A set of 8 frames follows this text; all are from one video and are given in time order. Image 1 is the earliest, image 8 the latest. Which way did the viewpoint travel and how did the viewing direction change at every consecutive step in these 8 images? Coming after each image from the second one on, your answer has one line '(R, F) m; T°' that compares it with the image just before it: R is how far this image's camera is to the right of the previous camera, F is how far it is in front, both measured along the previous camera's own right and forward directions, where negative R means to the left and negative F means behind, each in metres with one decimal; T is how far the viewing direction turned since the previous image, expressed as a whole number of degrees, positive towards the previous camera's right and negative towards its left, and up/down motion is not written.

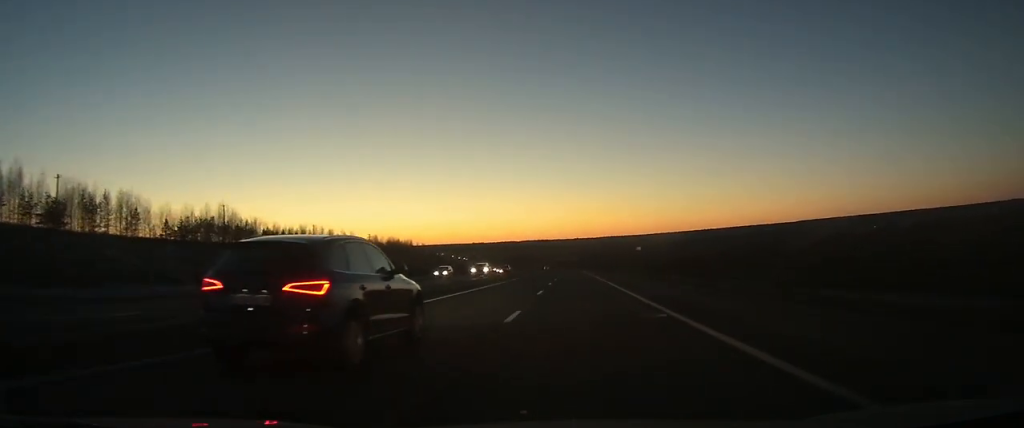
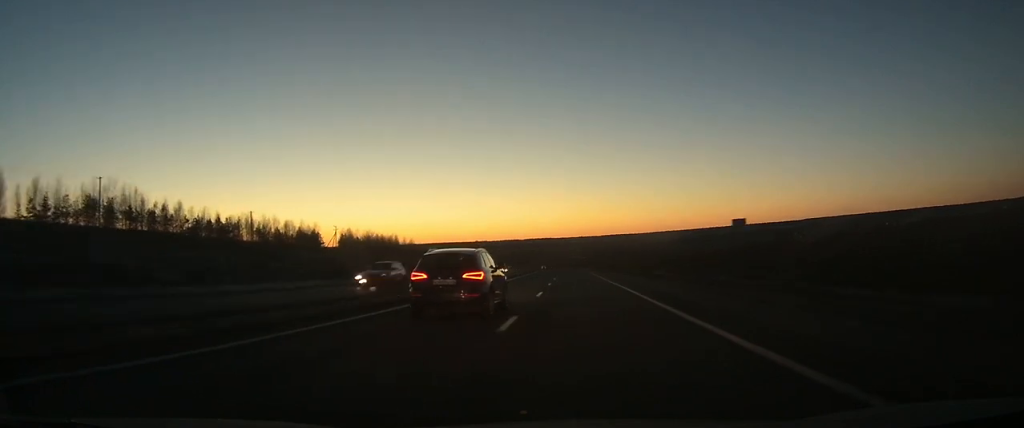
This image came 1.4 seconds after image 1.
(-0.2, +39.9) m; 0°
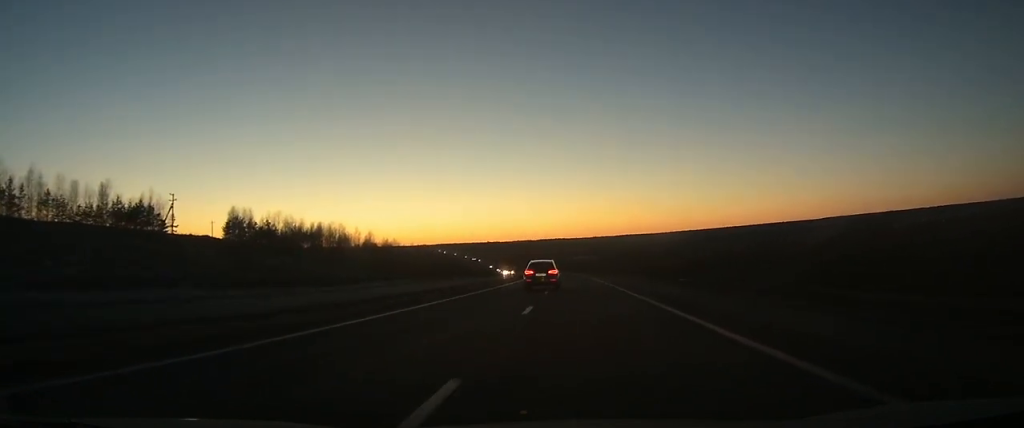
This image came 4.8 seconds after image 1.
(-0.8, +94.0) m; -1°
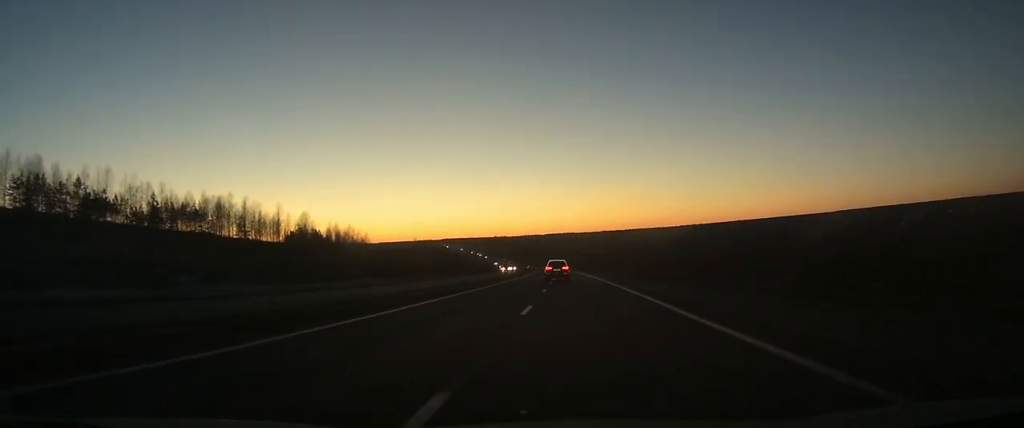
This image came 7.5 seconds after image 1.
(-1.1, +74.0) m; -2°
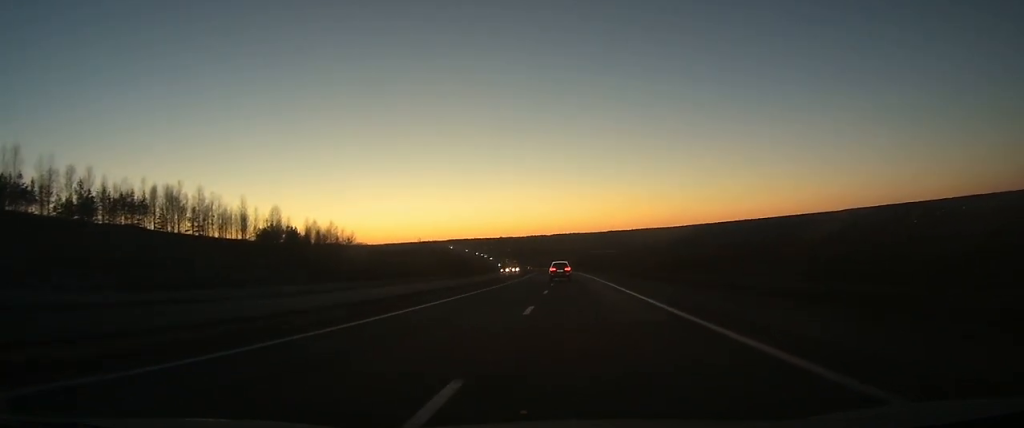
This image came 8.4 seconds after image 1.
(-0.2, +23.3) m; 0°
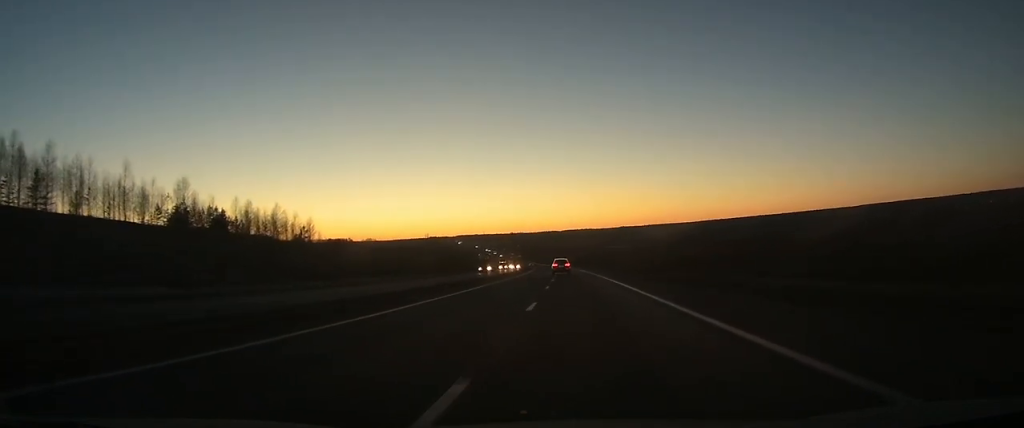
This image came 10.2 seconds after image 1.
(-0.4, +48.3) m; -1°
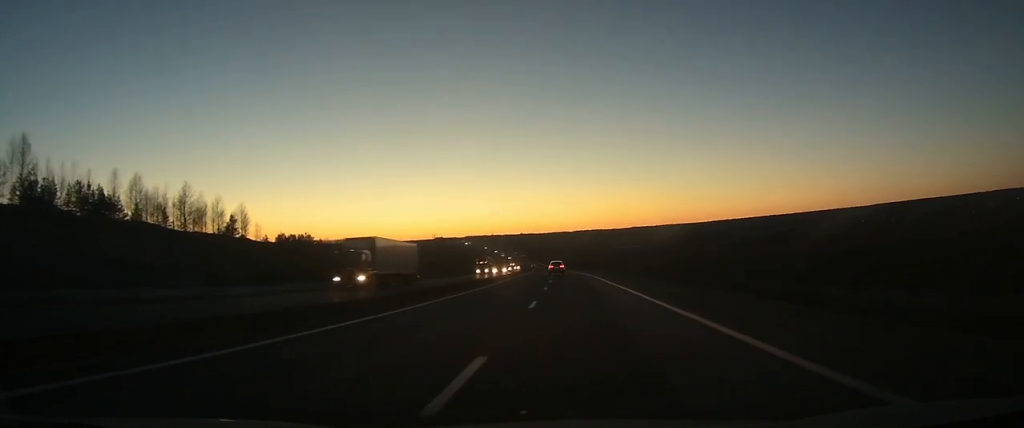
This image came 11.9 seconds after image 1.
(-0.2, +45.9) m; -1°
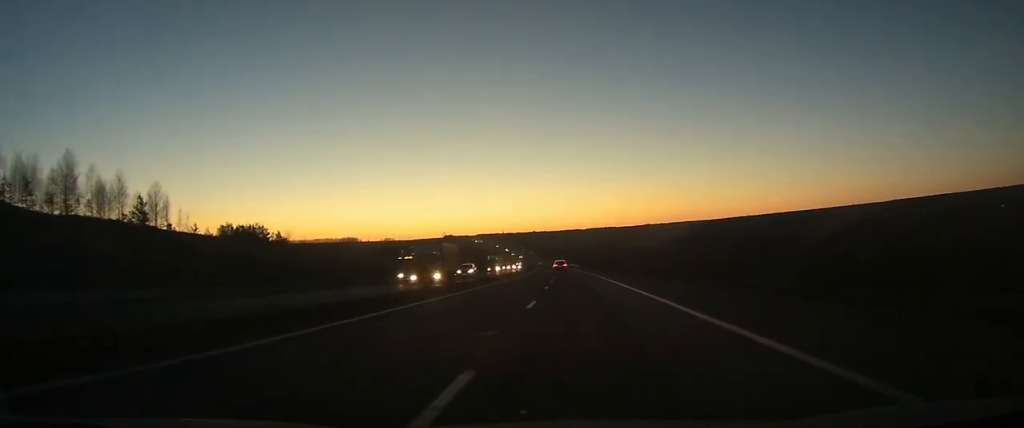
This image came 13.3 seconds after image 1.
(0.0, +36.4) m; -1°
